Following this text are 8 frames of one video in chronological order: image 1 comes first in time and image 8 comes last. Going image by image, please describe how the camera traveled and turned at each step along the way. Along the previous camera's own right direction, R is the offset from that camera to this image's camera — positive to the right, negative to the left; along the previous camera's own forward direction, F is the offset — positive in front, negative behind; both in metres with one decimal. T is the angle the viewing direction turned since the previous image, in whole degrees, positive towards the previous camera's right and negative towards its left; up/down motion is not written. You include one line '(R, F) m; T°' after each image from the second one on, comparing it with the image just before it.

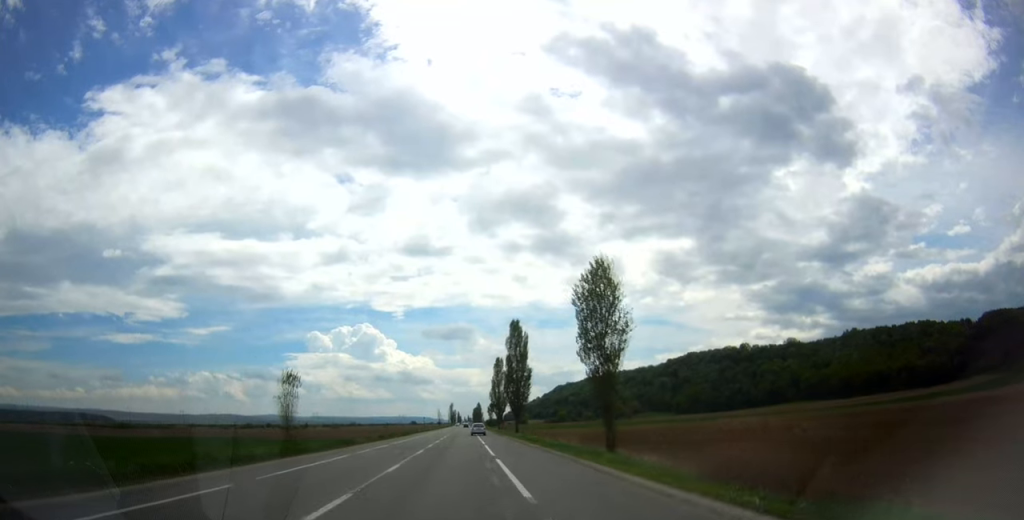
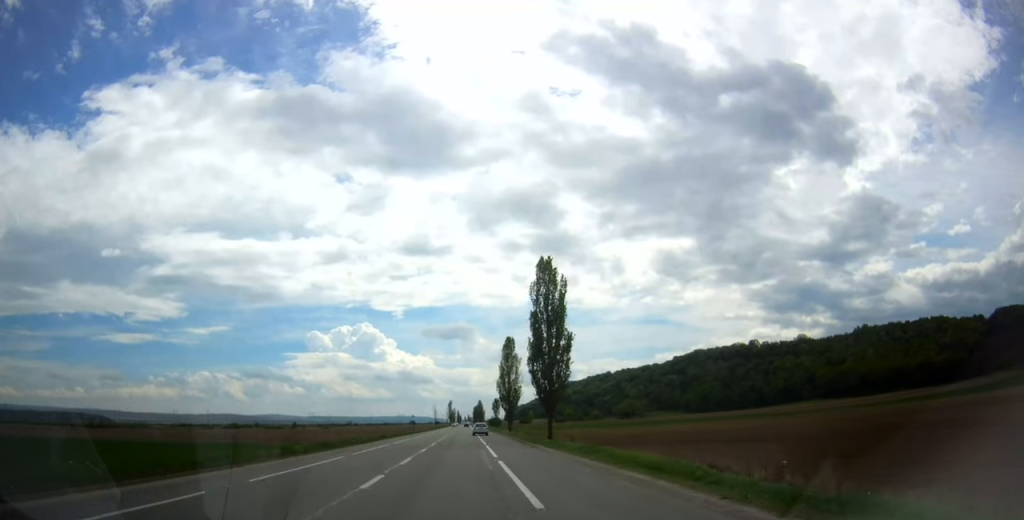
(-0.3, +31.1) m; 0°
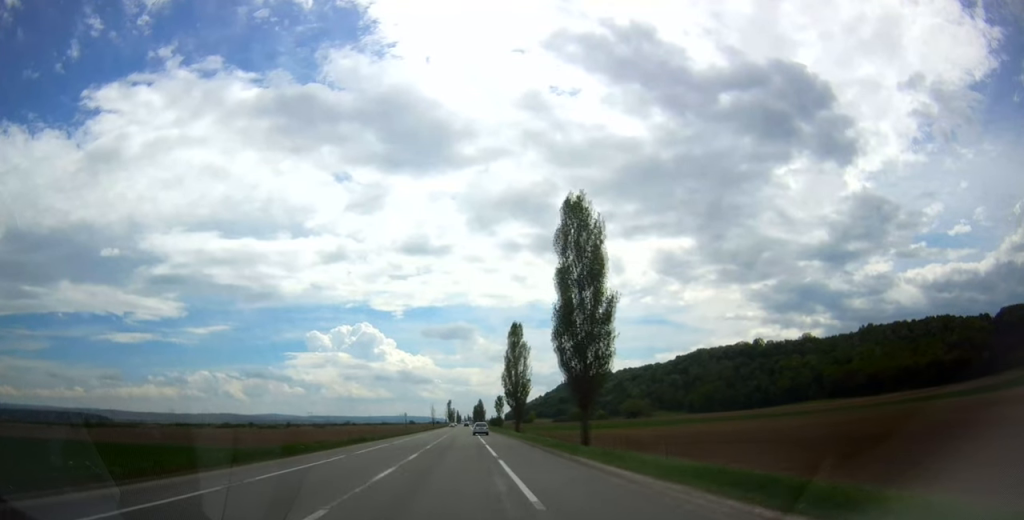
(+0.1, +14.5) m; 0°
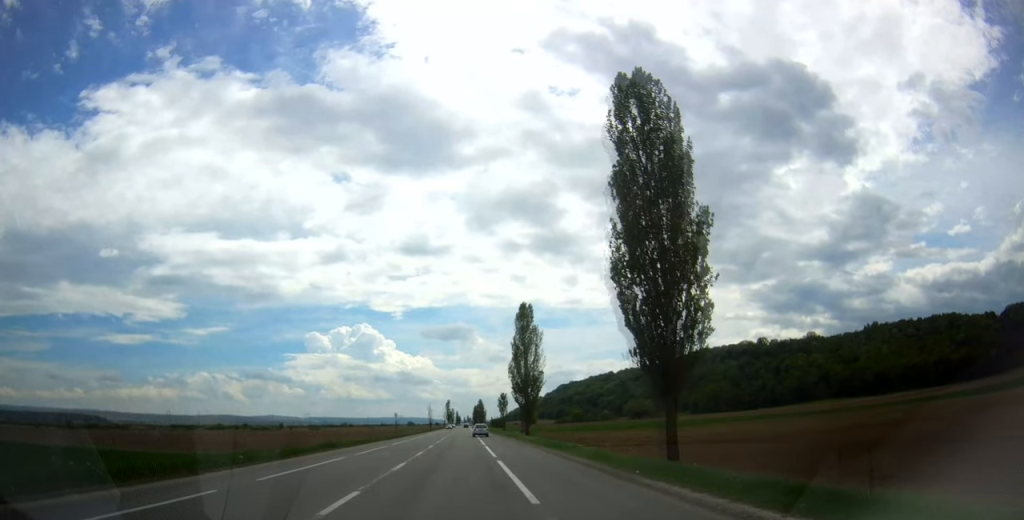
(+0.2, +14.5) m; 0°
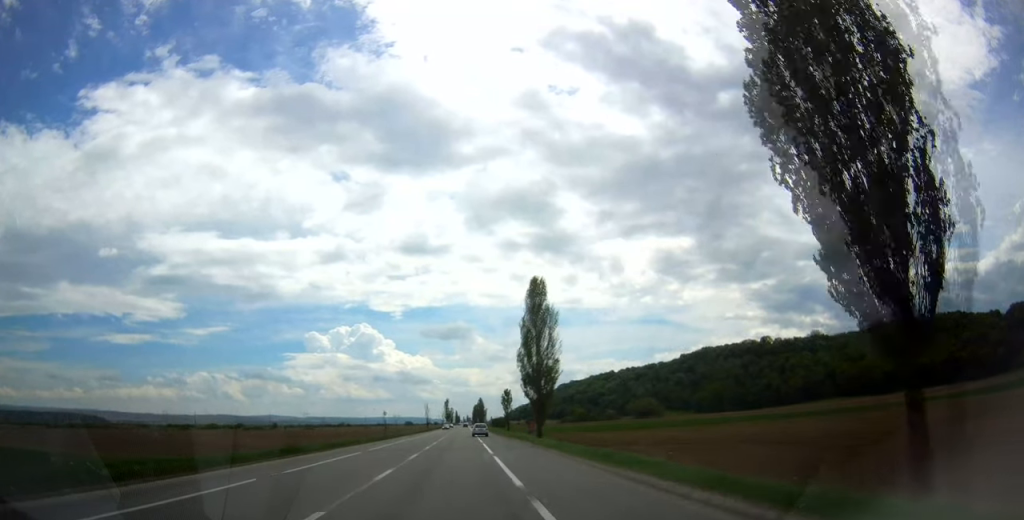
(-0.2, +12.6) m; 0°
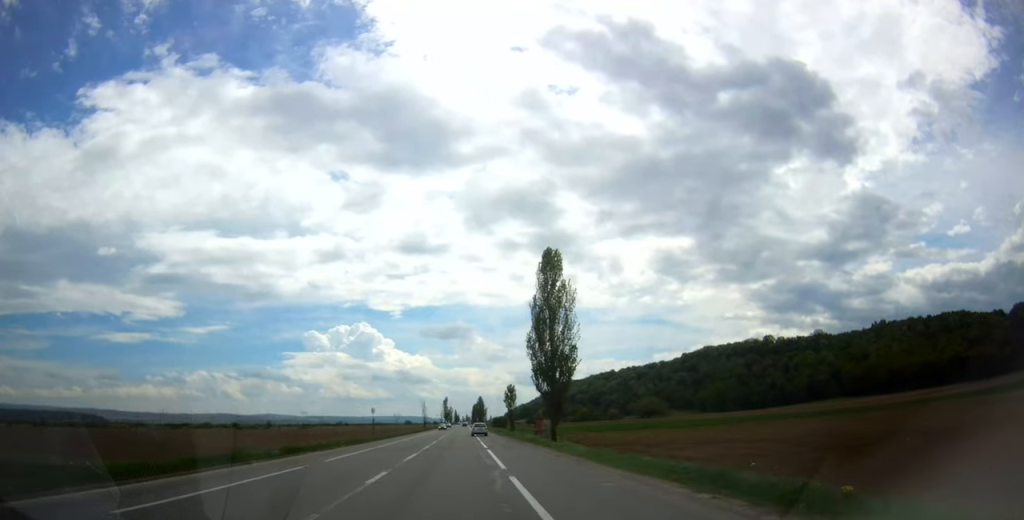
(-0.2, +9.7) m; 0°
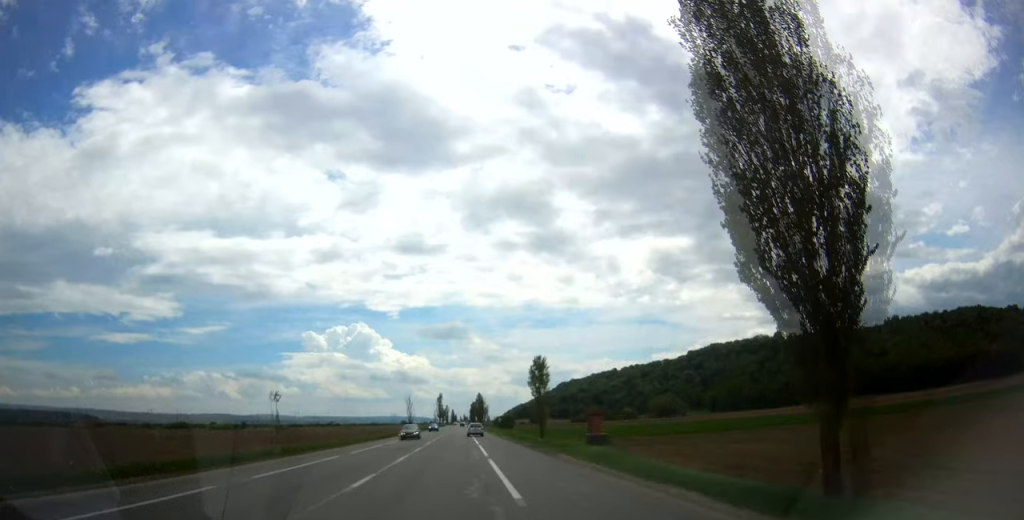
(+0.5, +37.6) m; +1°
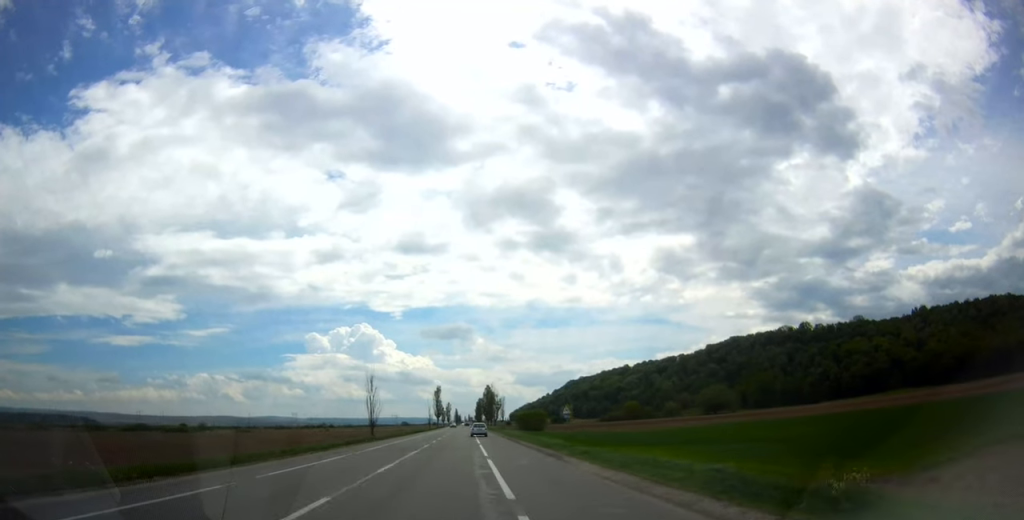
(-0.1, +58.3) m; 0°
